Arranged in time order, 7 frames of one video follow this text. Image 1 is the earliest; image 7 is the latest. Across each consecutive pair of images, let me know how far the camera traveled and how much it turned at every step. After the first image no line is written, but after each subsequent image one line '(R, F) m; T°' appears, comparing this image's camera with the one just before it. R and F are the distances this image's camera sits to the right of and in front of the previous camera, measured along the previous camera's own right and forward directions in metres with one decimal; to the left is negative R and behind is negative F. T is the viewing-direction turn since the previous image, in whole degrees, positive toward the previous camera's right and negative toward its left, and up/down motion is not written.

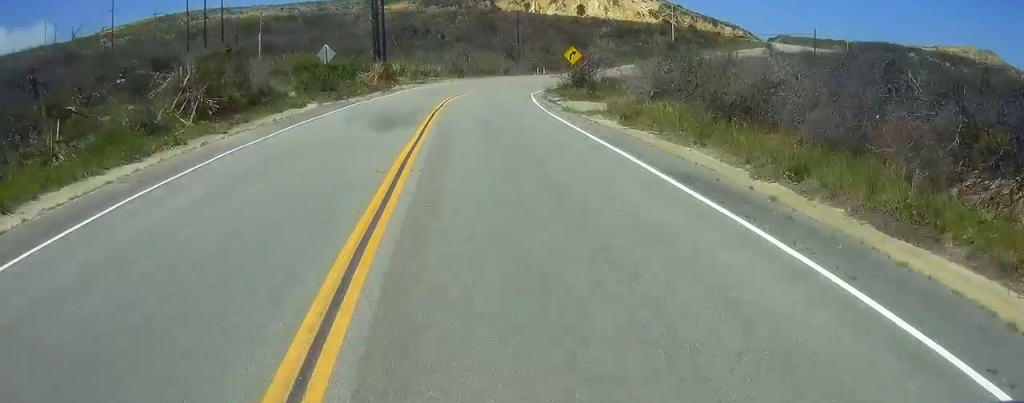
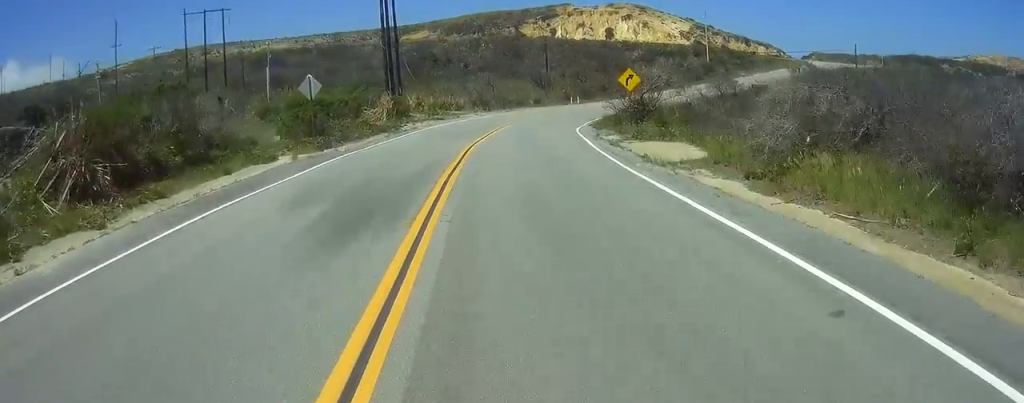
(-0.1, +8.5) m; +1°
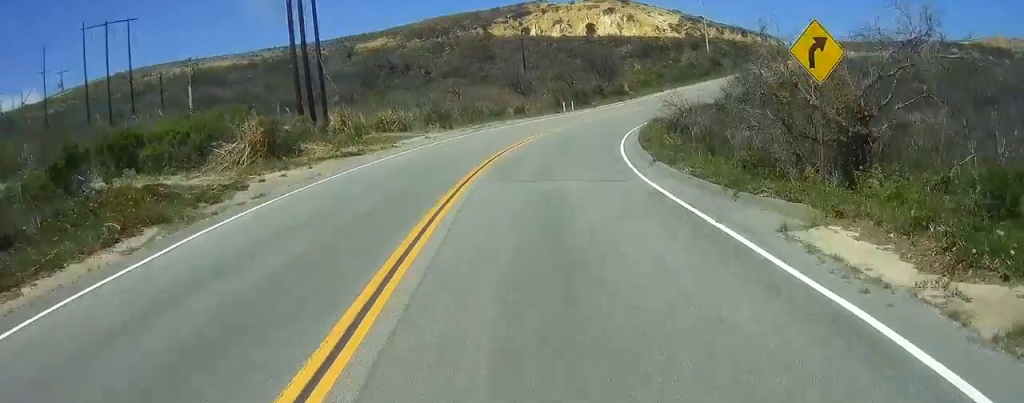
(+0.8, +20.9) m; +5°
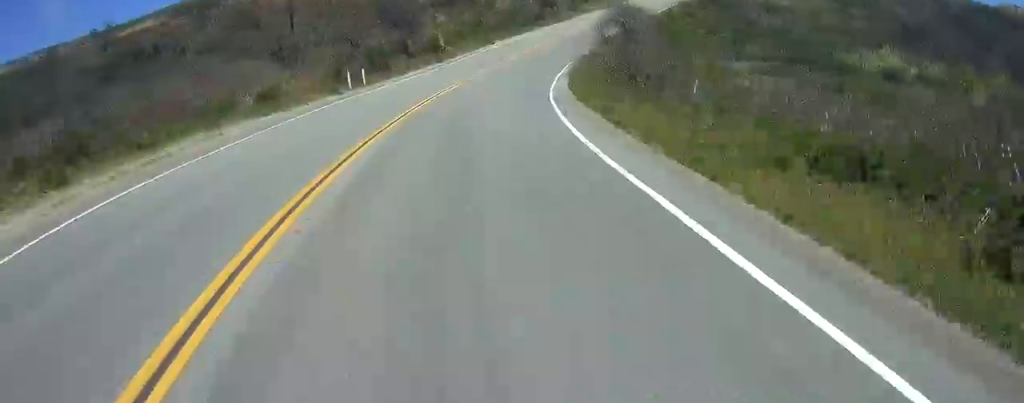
(+1.9, +27.0) m; +11°
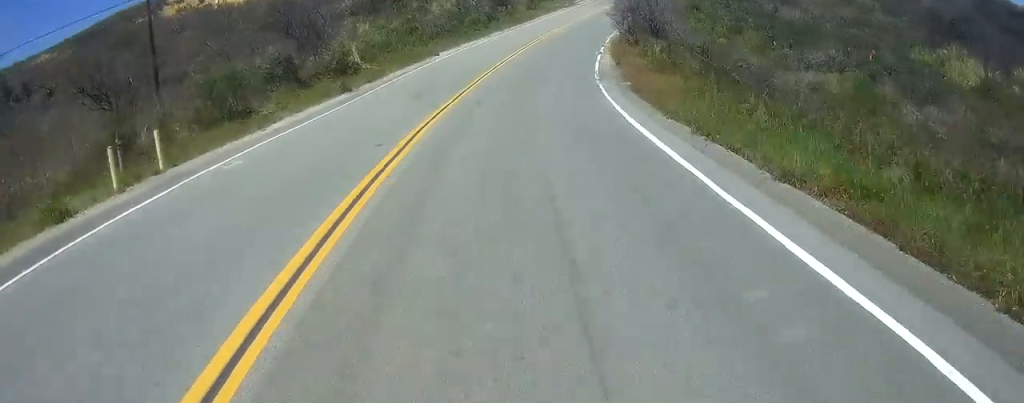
(+2.2, +19.5) m; +9°
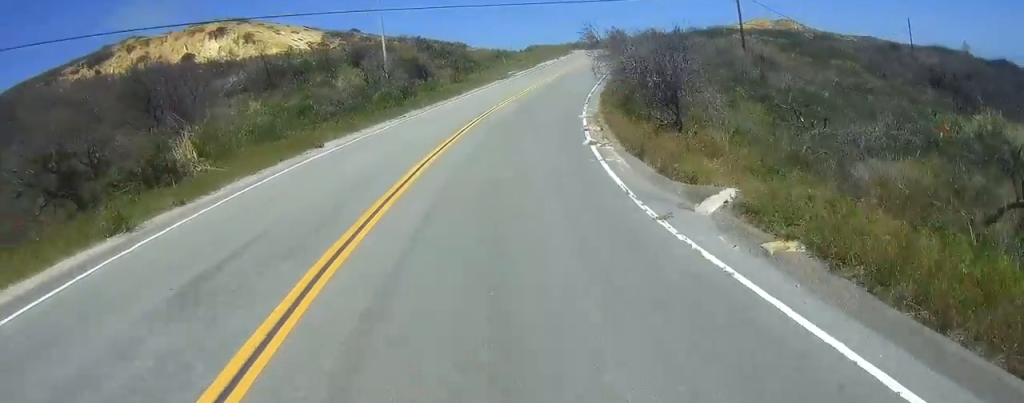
(0.0, +12.9) m; +5°
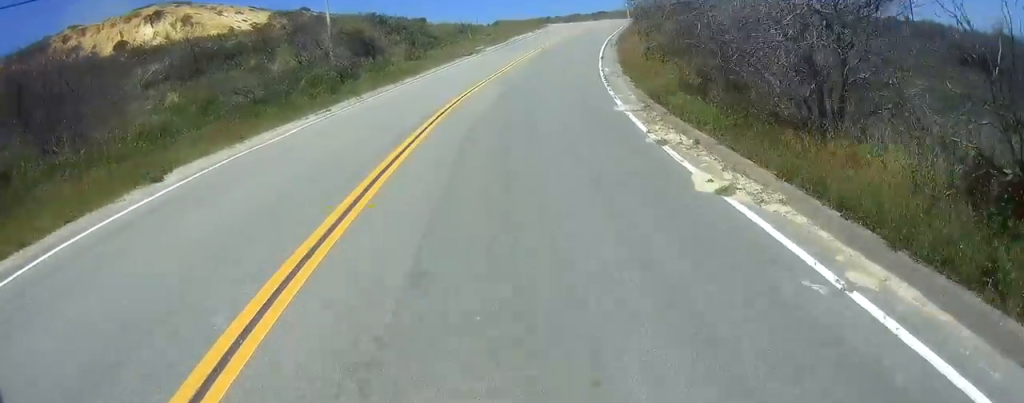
(+0.7, +10.7) m; +6°
